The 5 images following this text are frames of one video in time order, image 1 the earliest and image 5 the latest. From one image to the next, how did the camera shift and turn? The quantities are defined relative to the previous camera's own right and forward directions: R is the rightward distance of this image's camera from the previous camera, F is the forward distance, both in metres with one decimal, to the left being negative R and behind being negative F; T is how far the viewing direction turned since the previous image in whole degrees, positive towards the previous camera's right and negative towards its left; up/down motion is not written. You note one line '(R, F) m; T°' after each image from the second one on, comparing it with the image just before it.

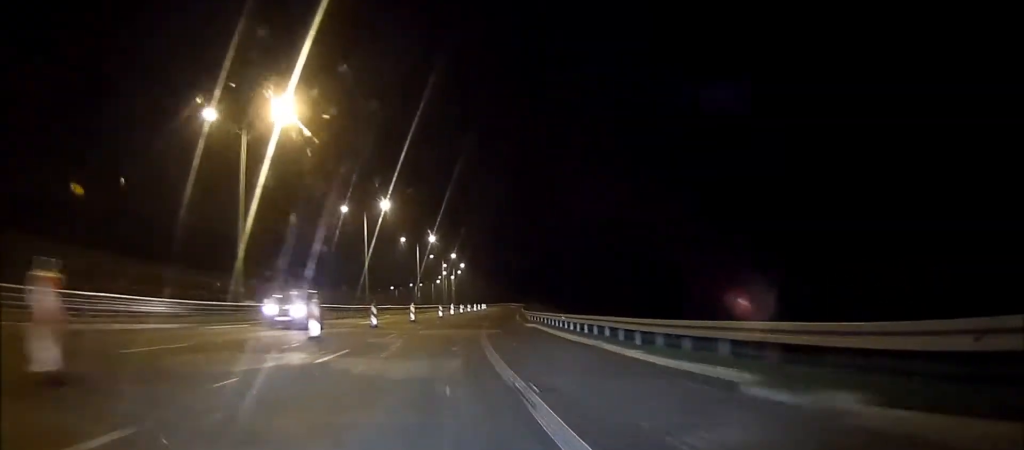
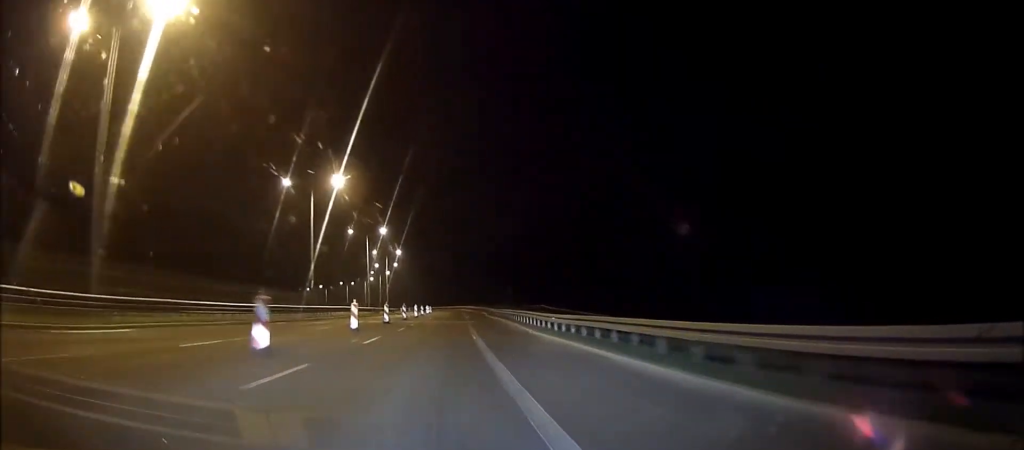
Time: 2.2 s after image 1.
(0.0, +50.8) m; 0°
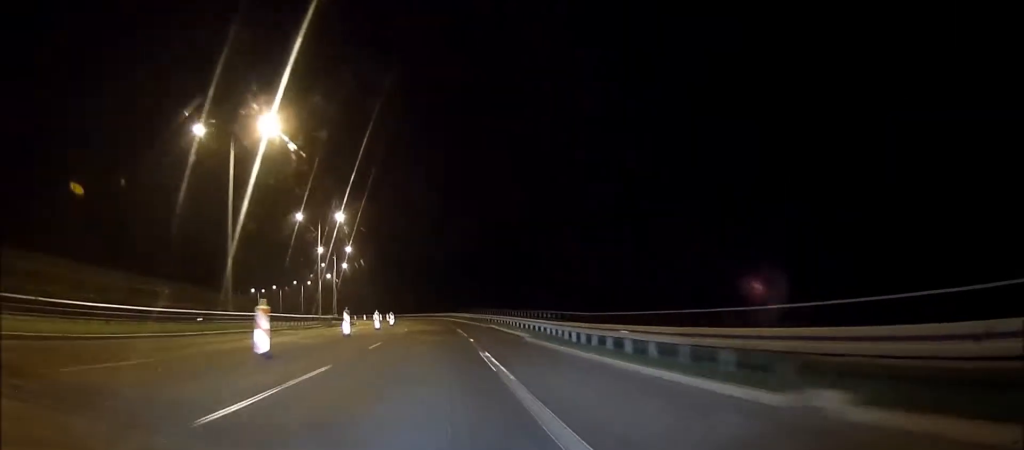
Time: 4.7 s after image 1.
(0.0, +56.5) m; 0°
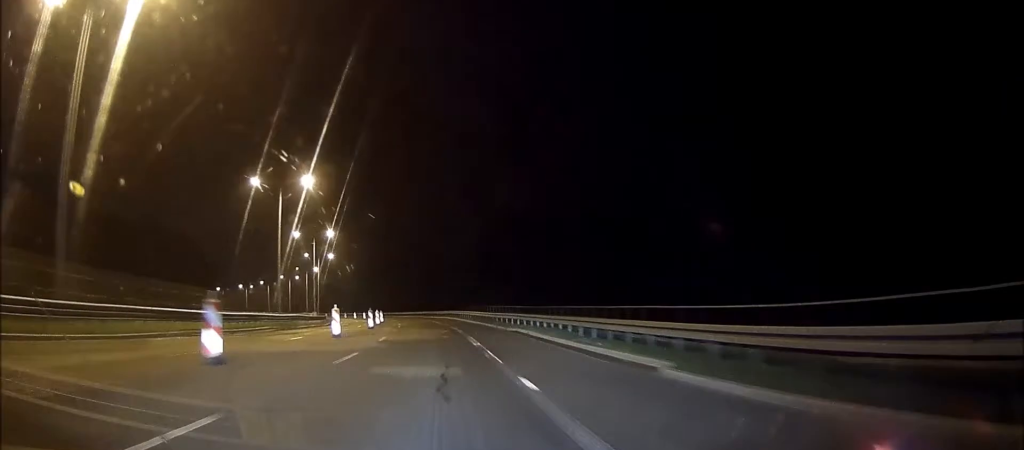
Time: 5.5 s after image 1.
(0.0, +19.0) m; 0°
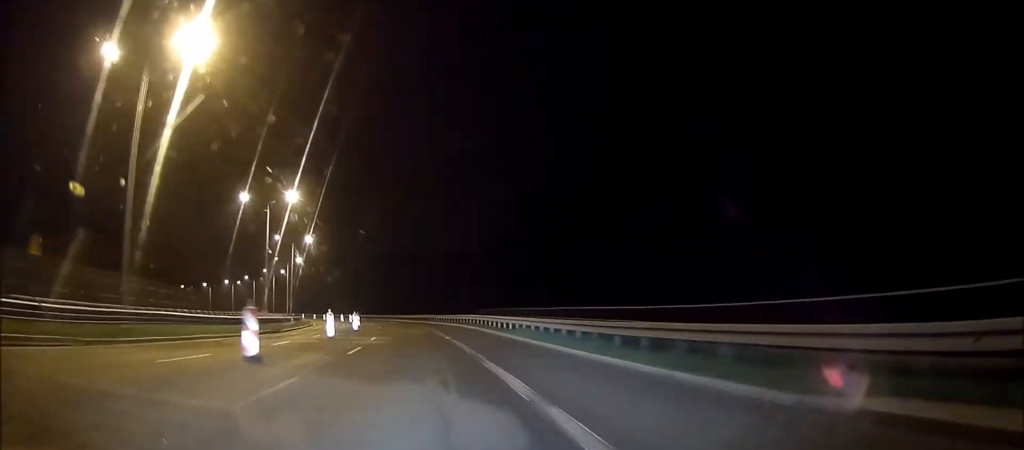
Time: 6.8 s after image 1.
(0.0, +29.5) m; 0°
